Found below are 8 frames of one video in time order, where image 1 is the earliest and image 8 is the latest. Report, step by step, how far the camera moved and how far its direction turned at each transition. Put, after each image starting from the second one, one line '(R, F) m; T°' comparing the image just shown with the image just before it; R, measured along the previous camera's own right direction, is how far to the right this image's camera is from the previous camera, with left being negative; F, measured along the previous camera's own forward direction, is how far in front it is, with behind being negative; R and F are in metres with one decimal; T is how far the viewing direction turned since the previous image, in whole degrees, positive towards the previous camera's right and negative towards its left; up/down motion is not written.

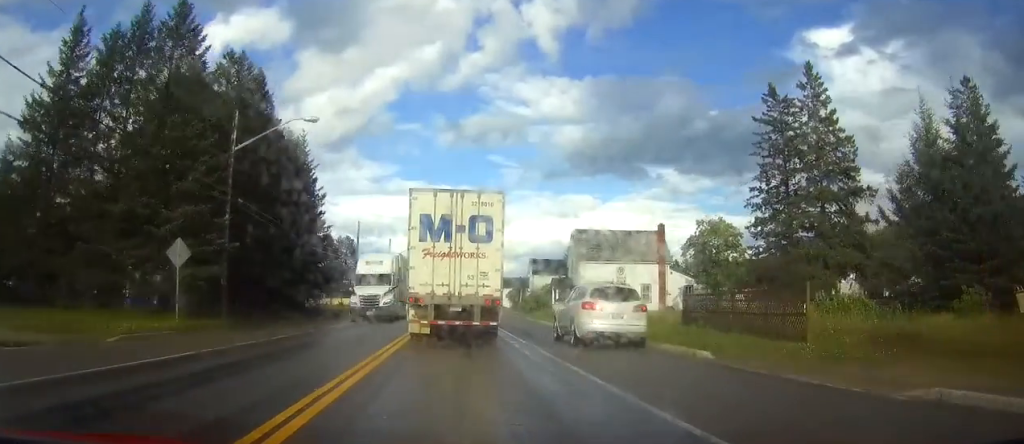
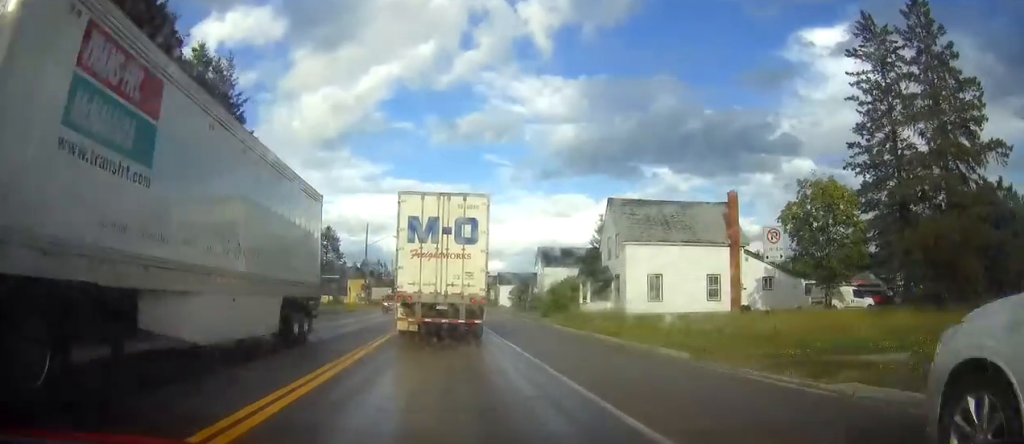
(0.0, +20.3) m; 0°
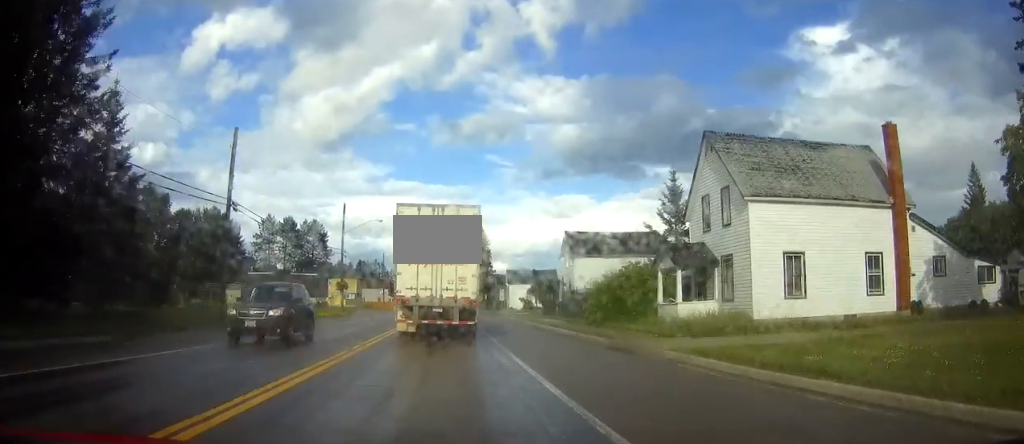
(0.0, +20.8) m; 0°
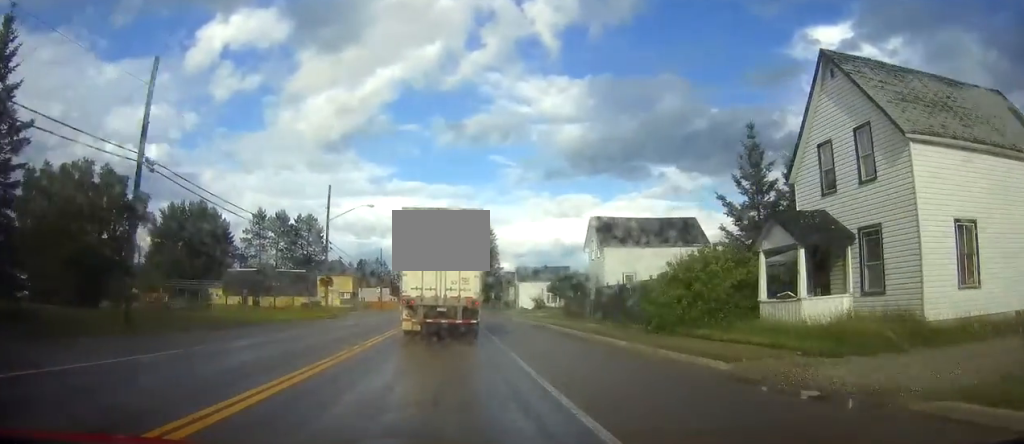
(0.0, +10.9) m; 0°
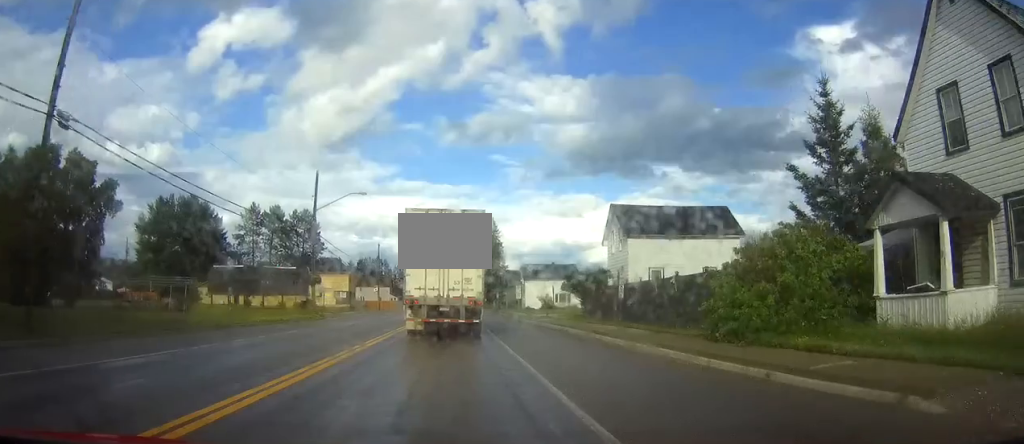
(0.0, +6.5) m; 0°
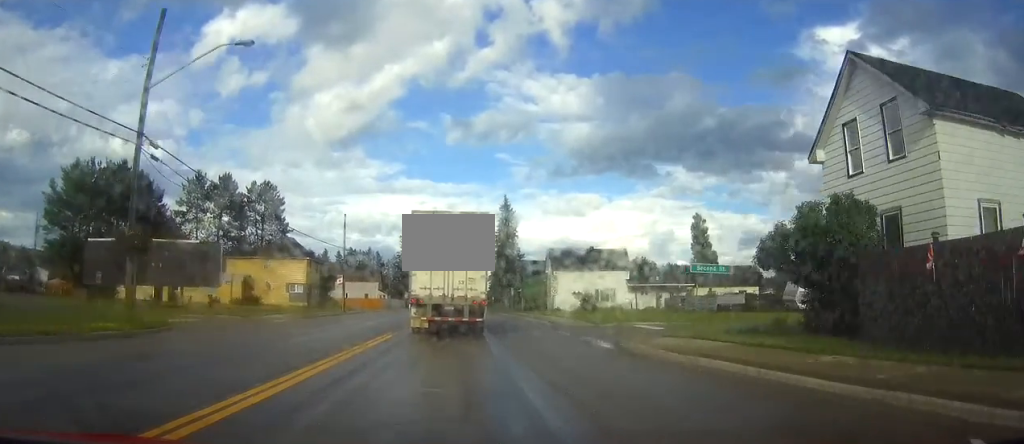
(0.0, +29.9) m; 0°
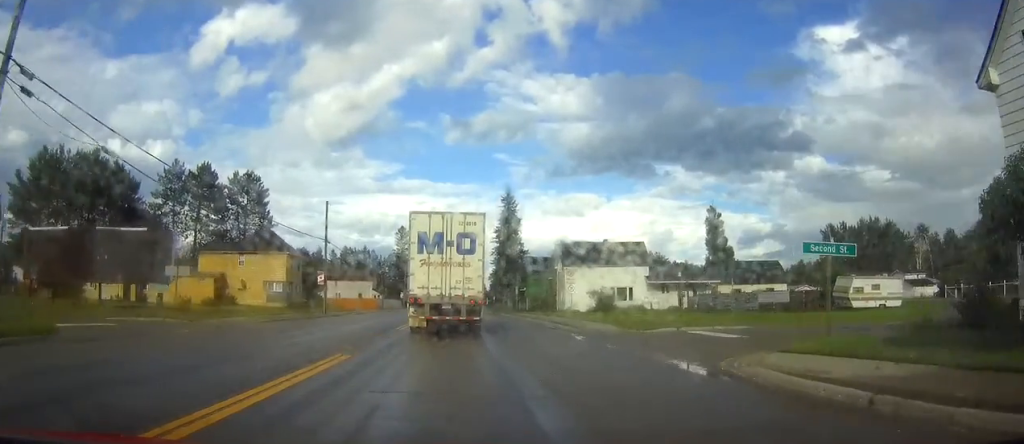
(0.0, +8.5) m; 0°
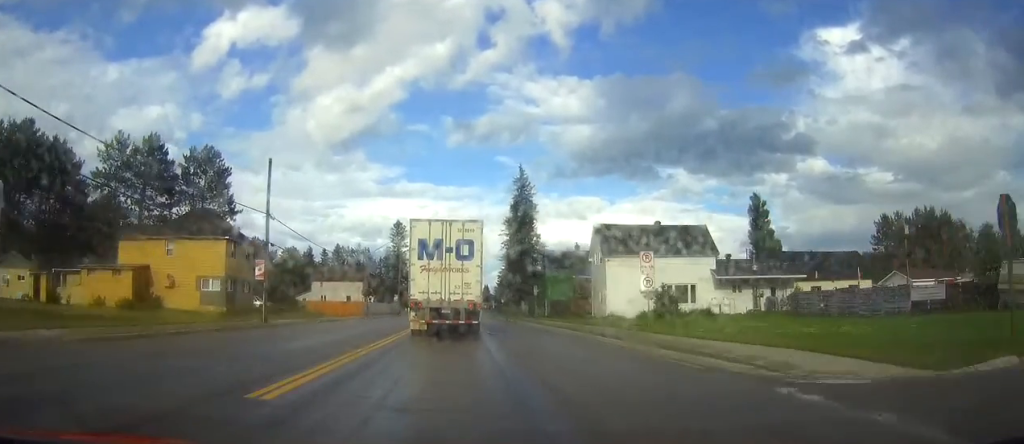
(0.0, +18.0) m; 0°
